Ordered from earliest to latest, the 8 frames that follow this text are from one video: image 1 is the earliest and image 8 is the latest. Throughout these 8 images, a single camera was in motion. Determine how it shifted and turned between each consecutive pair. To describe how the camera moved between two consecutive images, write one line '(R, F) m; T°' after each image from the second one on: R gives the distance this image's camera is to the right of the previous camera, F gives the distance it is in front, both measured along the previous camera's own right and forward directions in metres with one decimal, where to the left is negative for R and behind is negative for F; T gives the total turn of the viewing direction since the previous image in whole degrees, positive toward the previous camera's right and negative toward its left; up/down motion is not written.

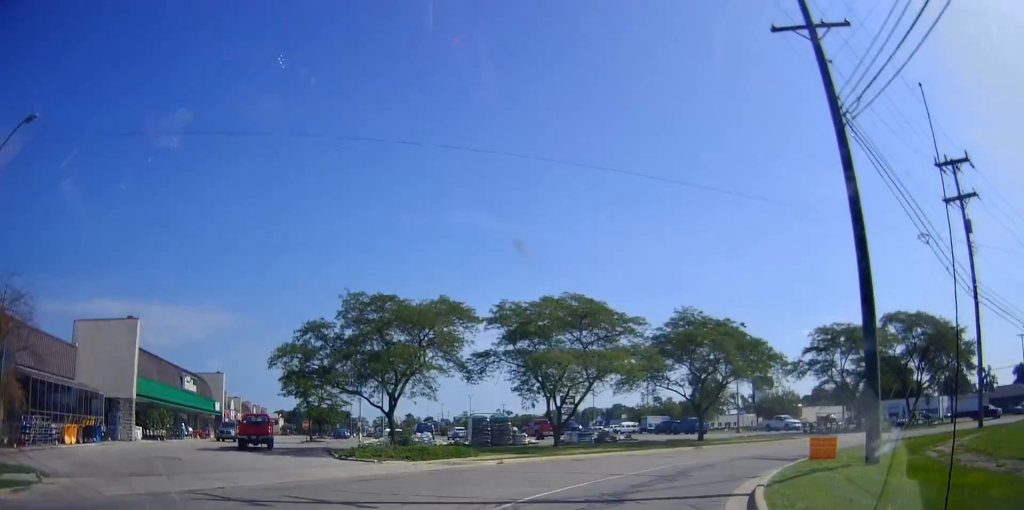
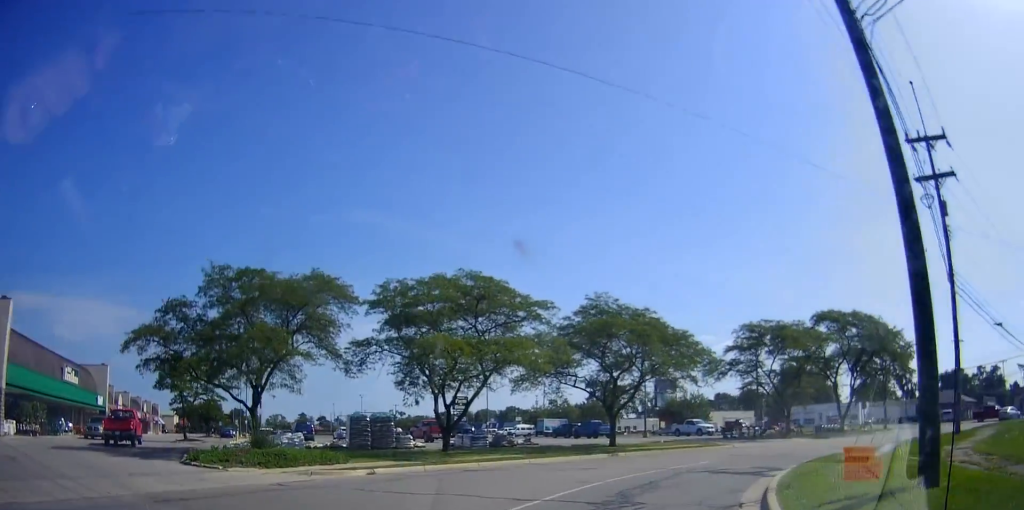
(+0.5, +5.1) m; +8°
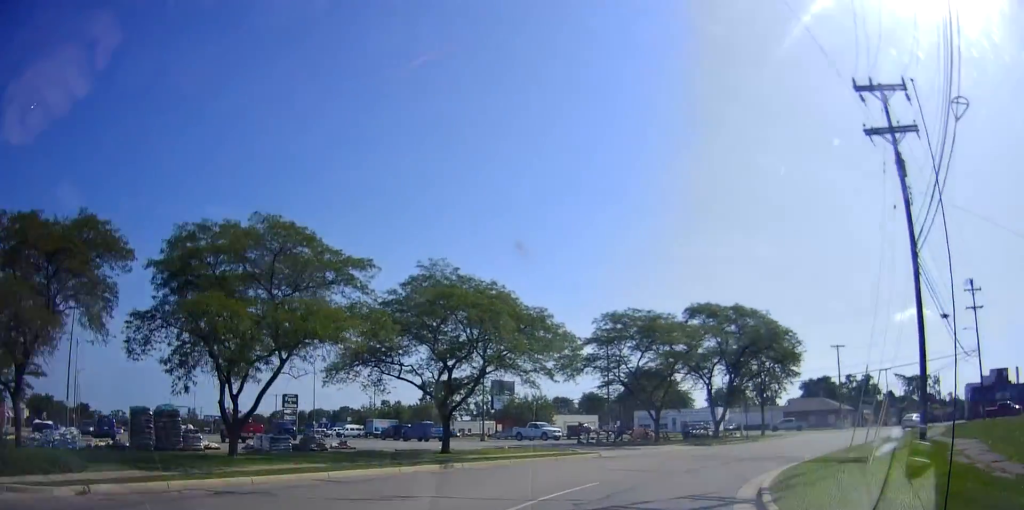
(+0.3, +7.0) m; +10°
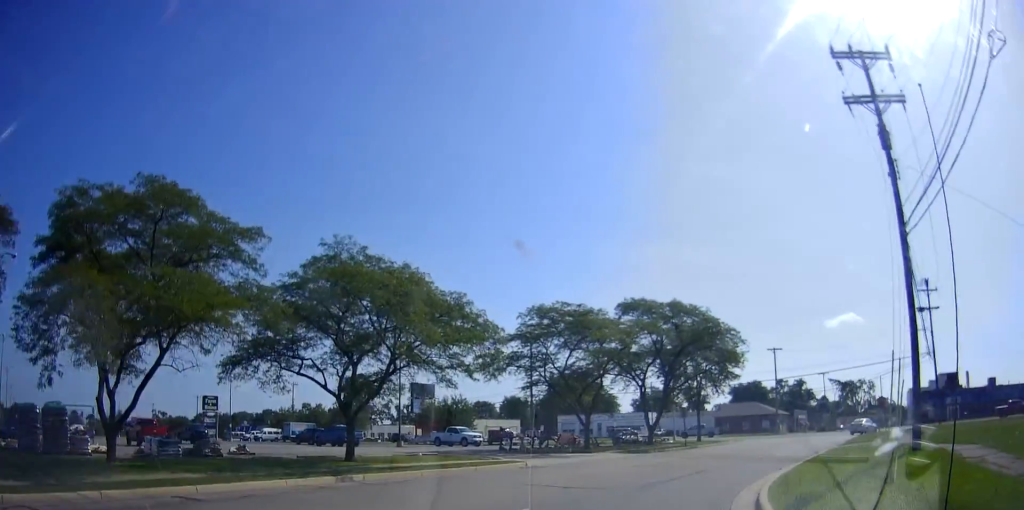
(+0.4, +3.3) m; +7°
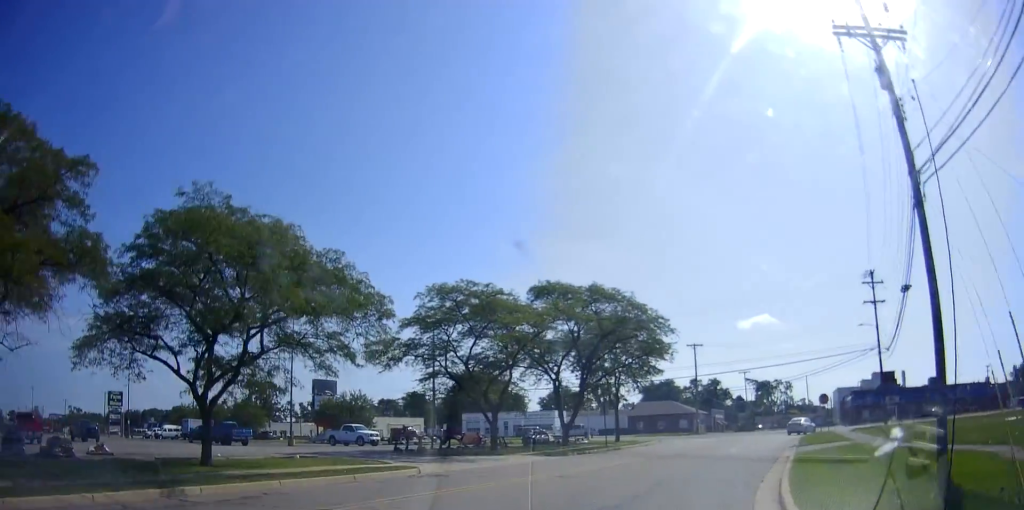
(+0.2, +4.7) m; +10°
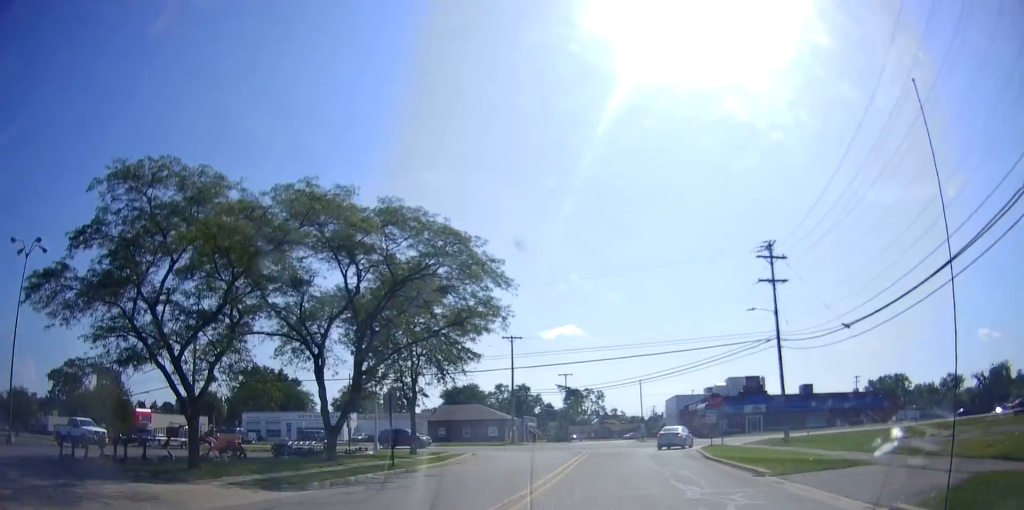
(+4.1, +13.6) m; +26°
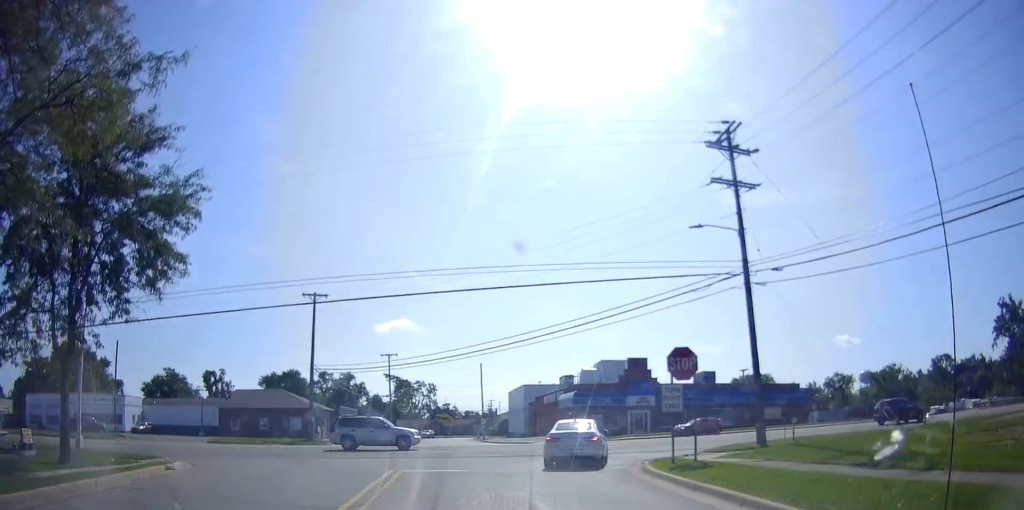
(+2.5, +18.6) m; +17°
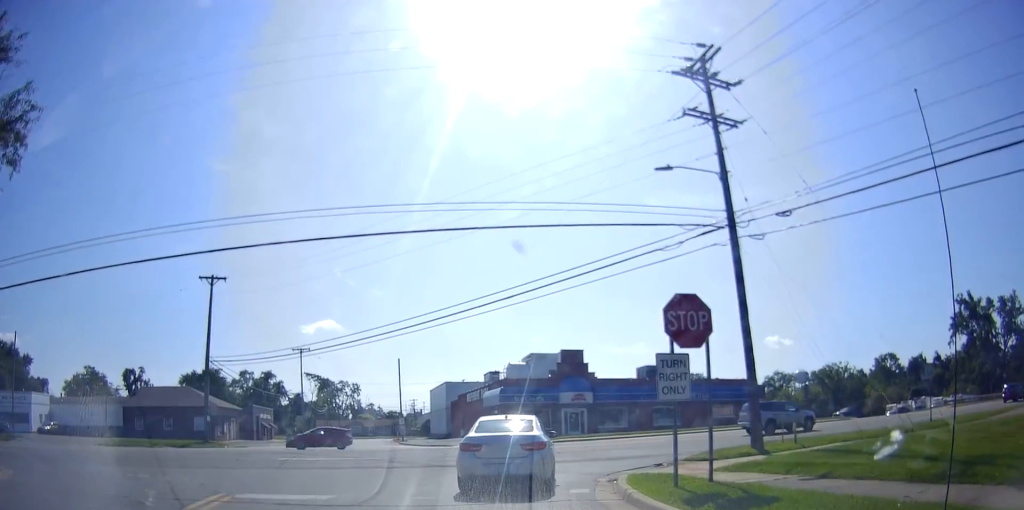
(+0.5, +7.9) m; +7°
